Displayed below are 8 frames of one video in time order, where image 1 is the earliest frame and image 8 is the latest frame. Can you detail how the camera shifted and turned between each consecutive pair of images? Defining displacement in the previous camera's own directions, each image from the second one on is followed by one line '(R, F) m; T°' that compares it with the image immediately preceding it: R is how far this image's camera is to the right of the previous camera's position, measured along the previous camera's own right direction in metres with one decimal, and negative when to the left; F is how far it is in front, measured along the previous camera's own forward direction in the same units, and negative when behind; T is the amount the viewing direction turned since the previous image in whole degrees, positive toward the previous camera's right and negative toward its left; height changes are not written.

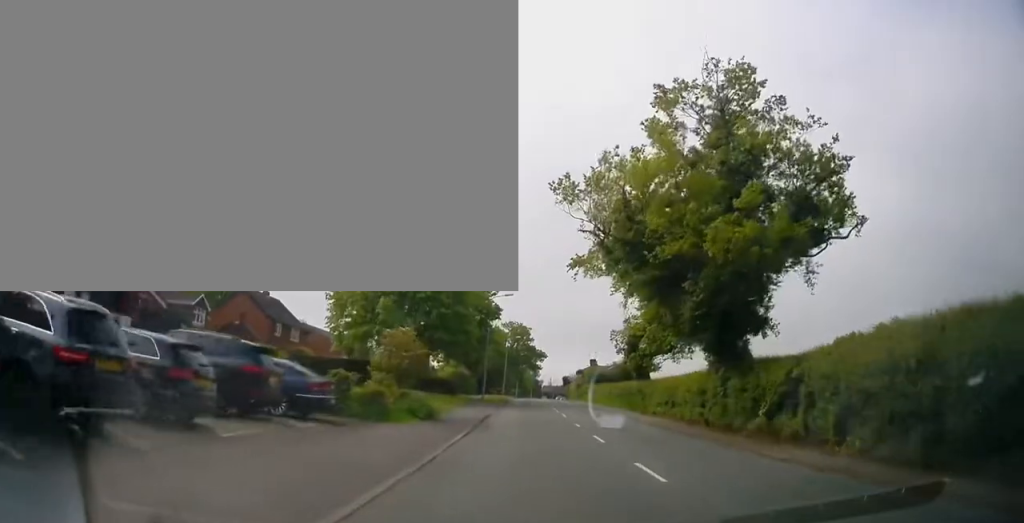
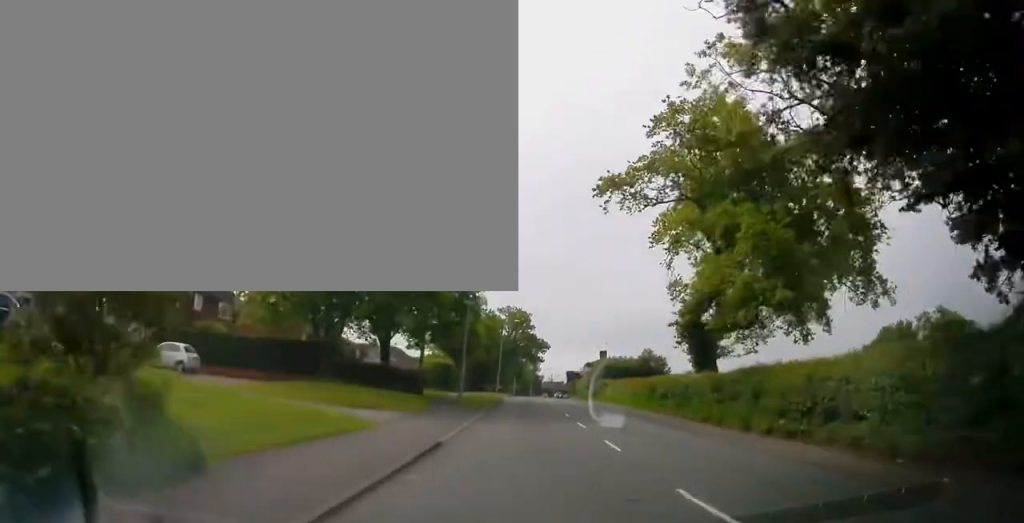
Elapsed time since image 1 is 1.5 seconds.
(-0.3, +14.9) m; -1°
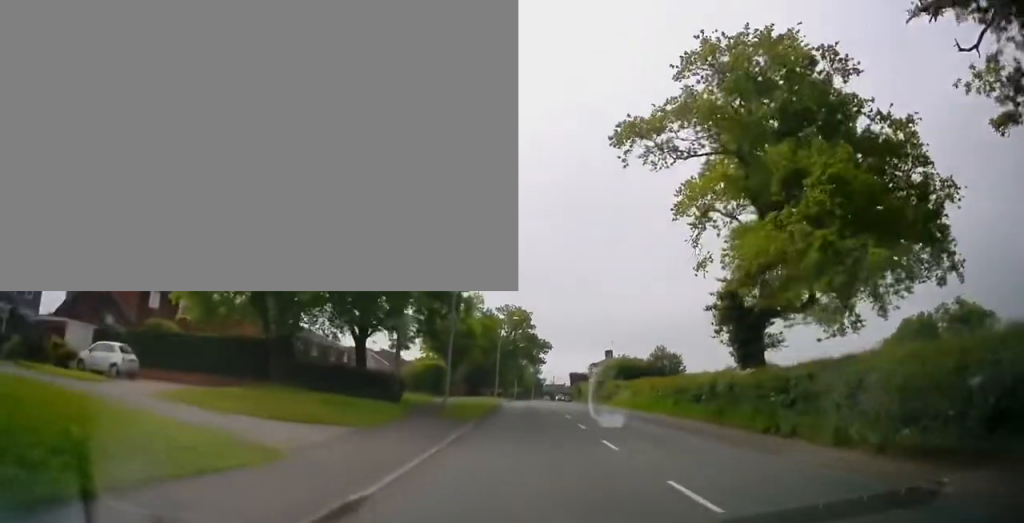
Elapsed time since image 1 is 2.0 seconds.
(+0.1, +5.6) m; +1°
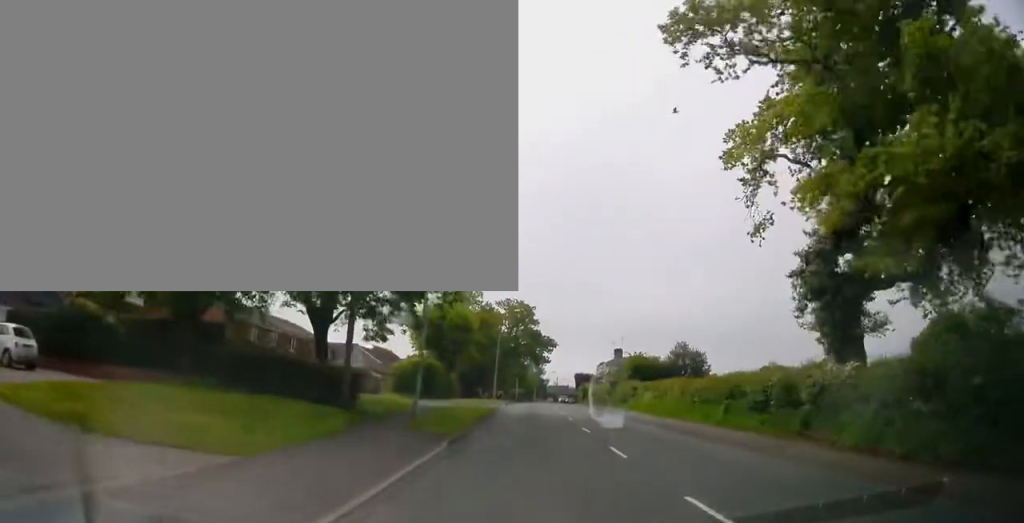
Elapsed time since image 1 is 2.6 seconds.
(+0.1, +6.8) m; +1°
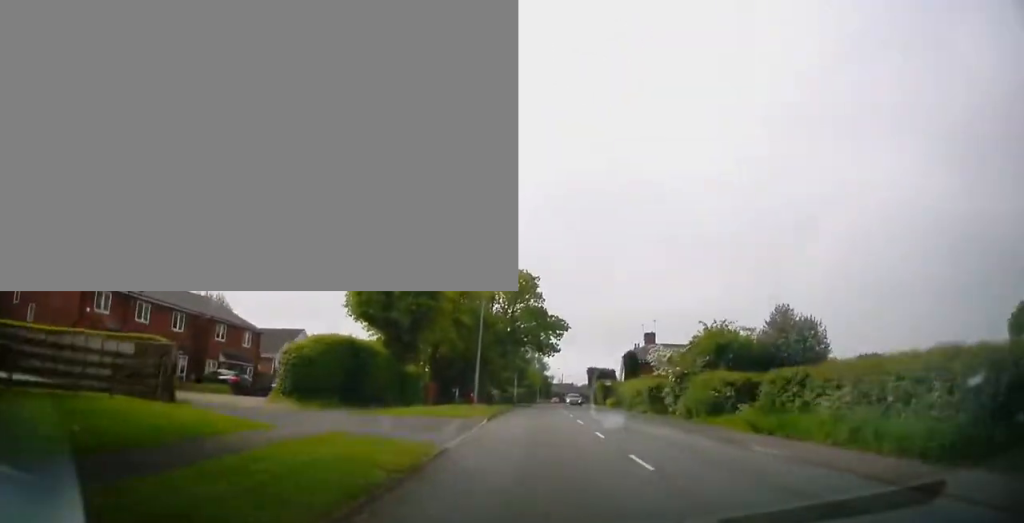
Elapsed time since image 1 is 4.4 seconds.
(+0.1, +20.1) m; -1°
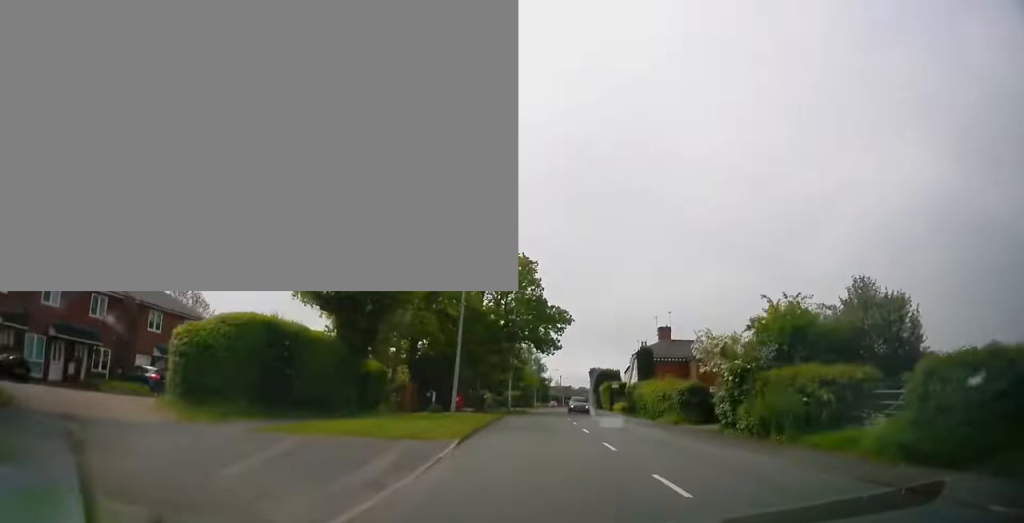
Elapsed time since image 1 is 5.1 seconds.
(-0.2, +8.0) m; 0°
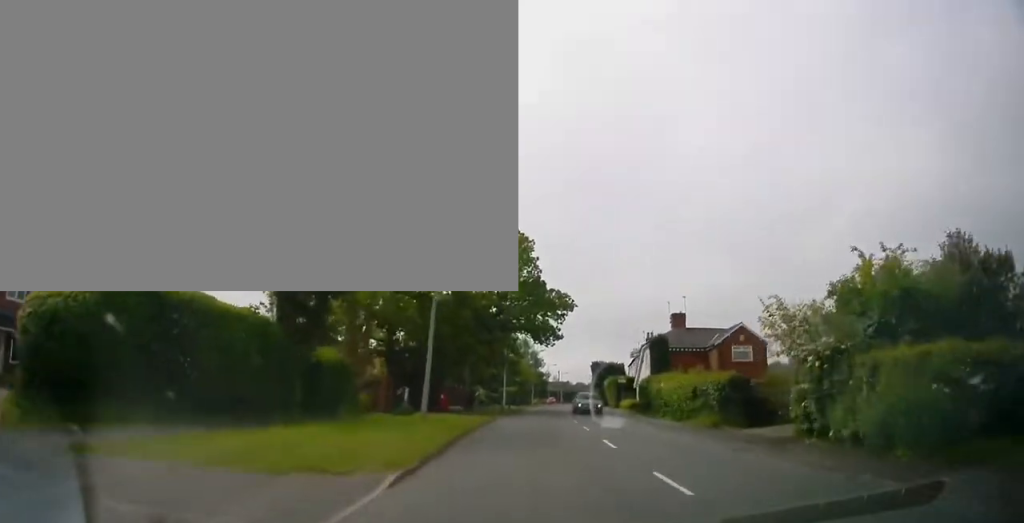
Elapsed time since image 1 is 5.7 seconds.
(-0.1, +6.1) m; 0°
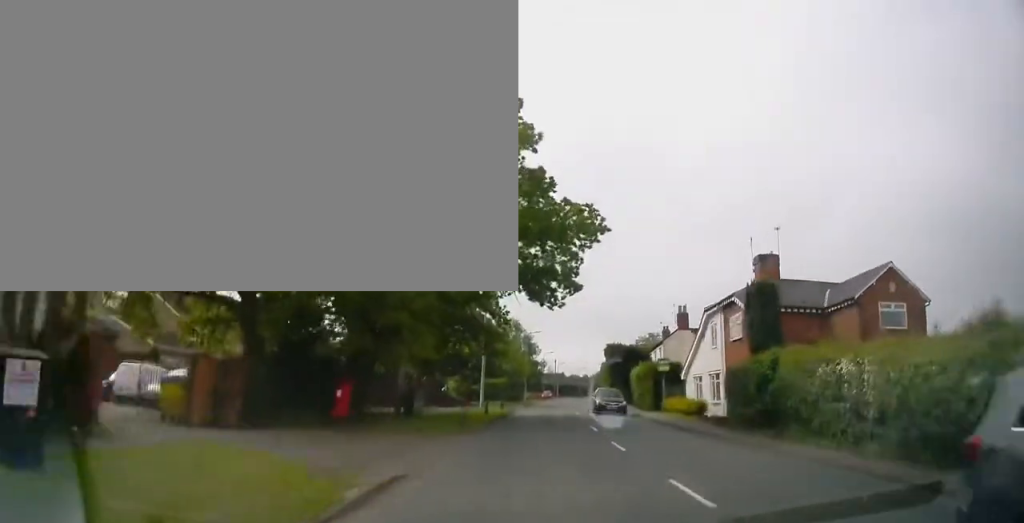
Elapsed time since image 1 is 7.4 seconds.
(+0.5, +19.7) m; +1°
